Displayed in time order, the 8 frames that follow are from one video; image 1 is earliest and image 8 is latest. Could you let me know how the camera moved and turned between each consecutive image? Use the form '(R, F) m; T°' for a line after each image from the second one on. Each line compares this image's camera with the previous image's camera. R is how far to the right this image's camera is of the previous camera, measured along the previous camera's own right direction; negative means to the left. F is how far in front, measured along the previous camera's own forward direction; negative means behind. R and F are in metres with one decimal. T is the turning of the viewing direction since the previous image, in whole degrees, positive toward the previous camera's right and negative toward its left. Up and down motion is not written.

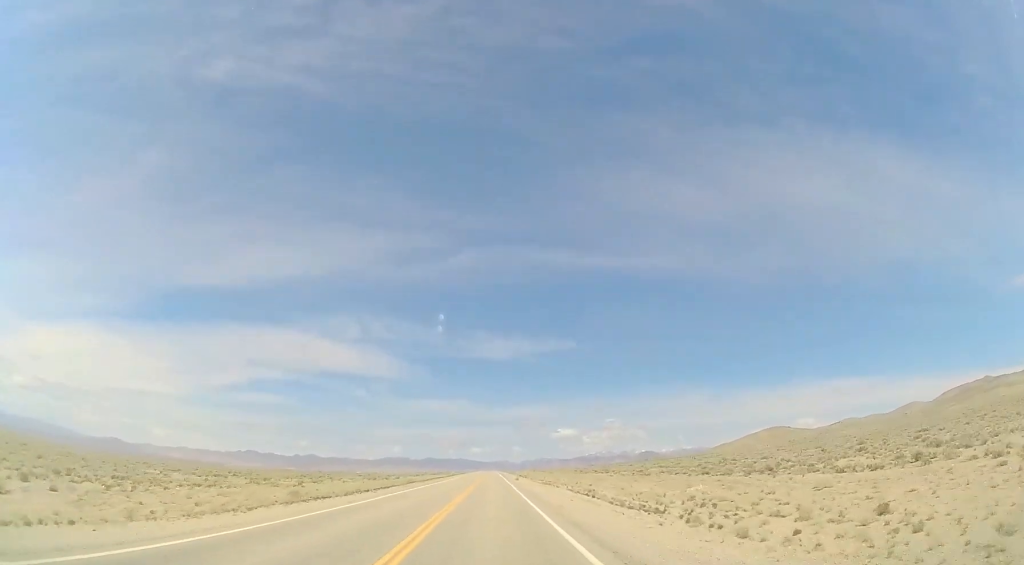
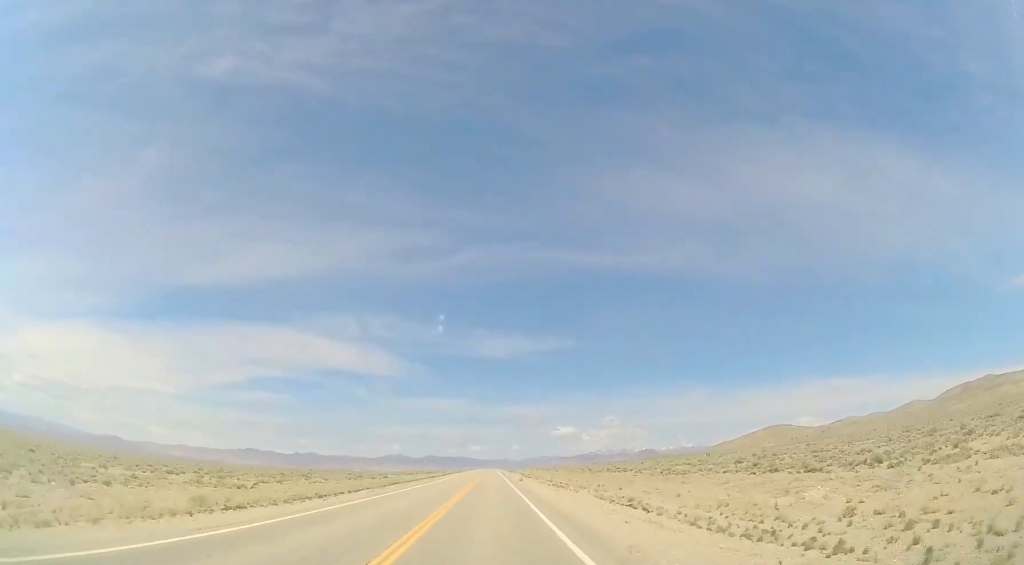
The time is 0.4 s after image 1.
(+0.1, +12.3) m; 0°
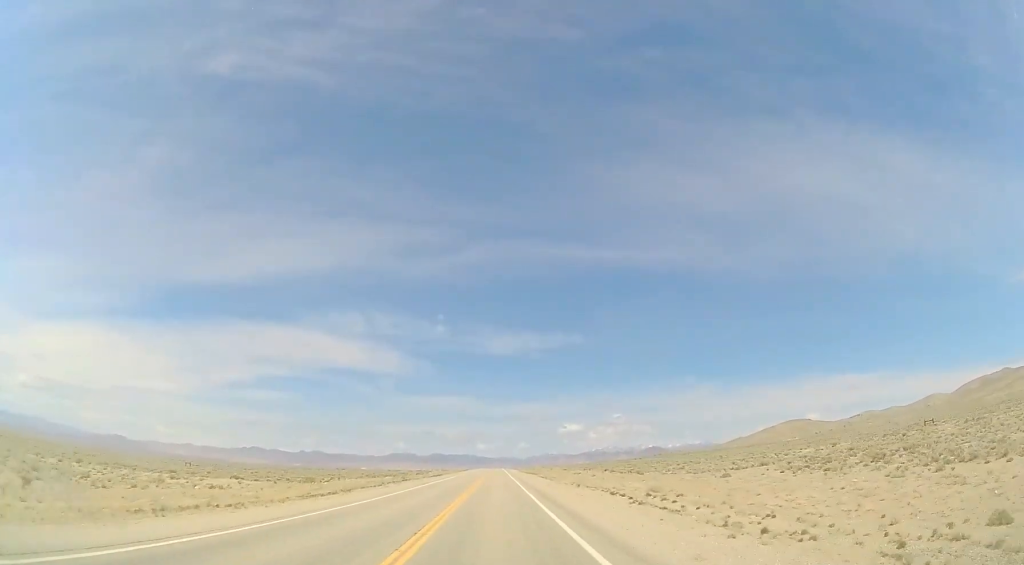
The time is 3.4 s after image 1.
(-0.6, +88.2) m; 0°
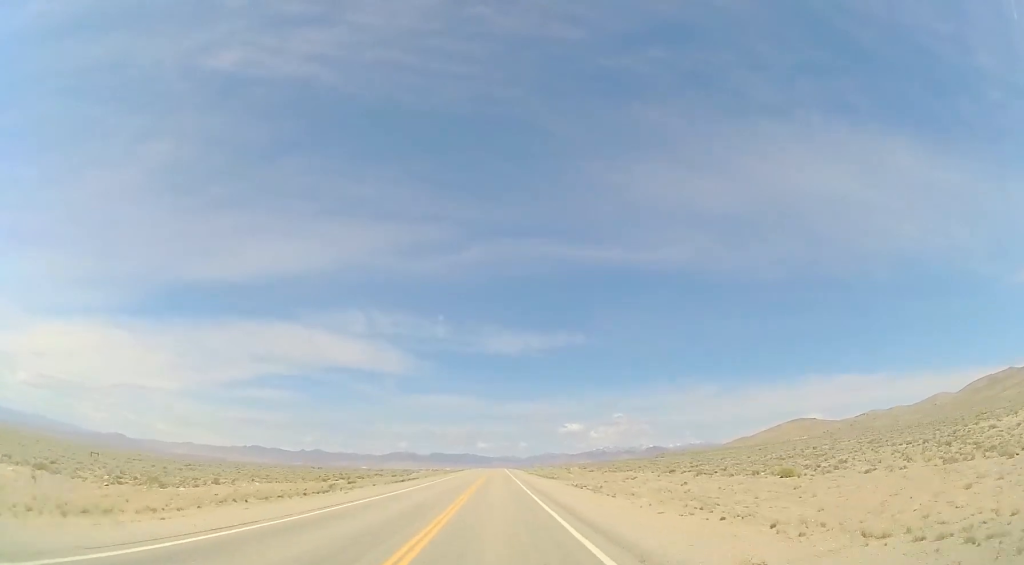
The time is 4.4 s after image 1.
(-0.2, +31.8) m; 0°
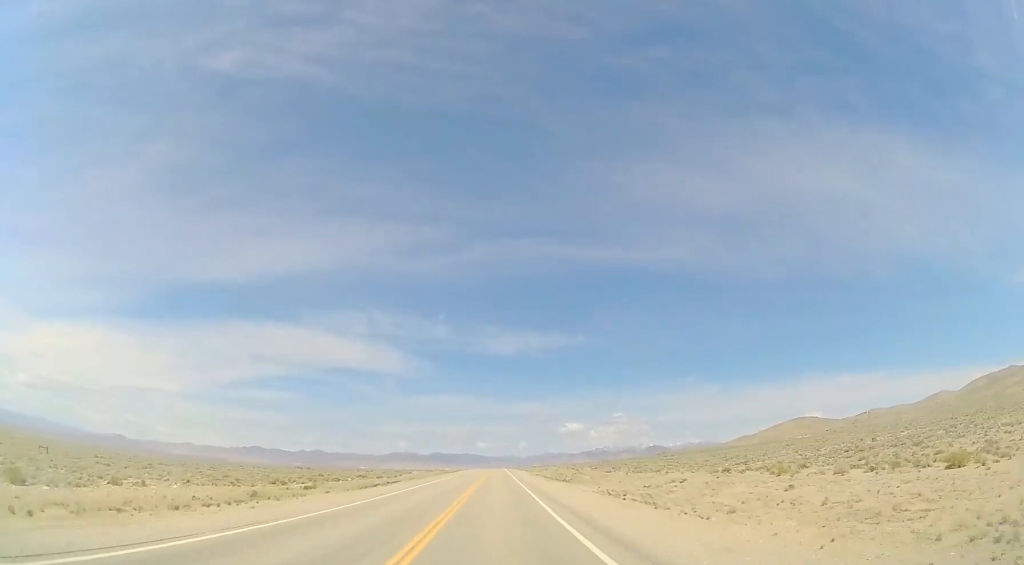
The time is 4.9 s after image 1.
(+0.1, +12.9) m; 0°
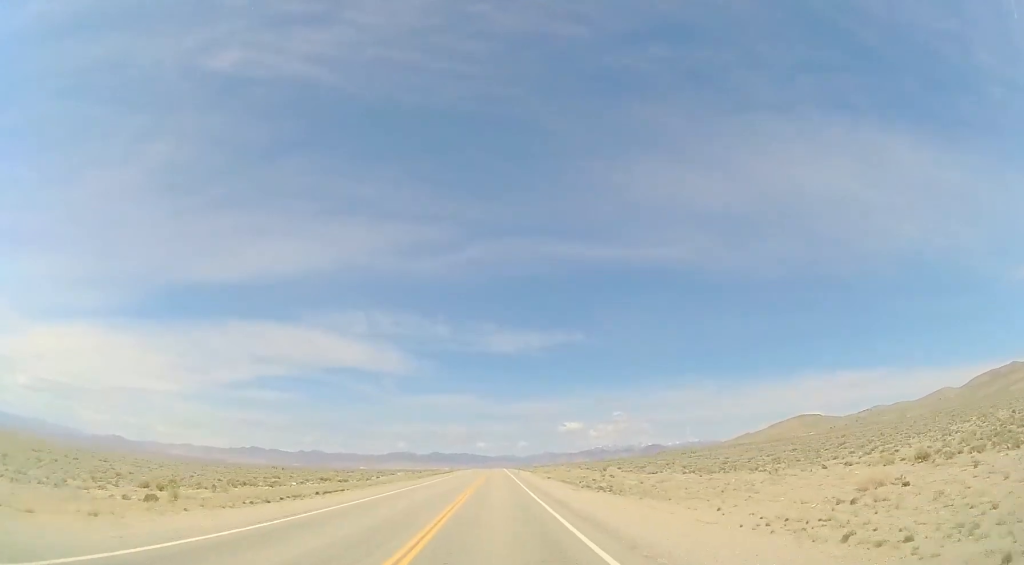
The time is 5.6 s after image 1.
(+0.3, +20.8) m; 0°
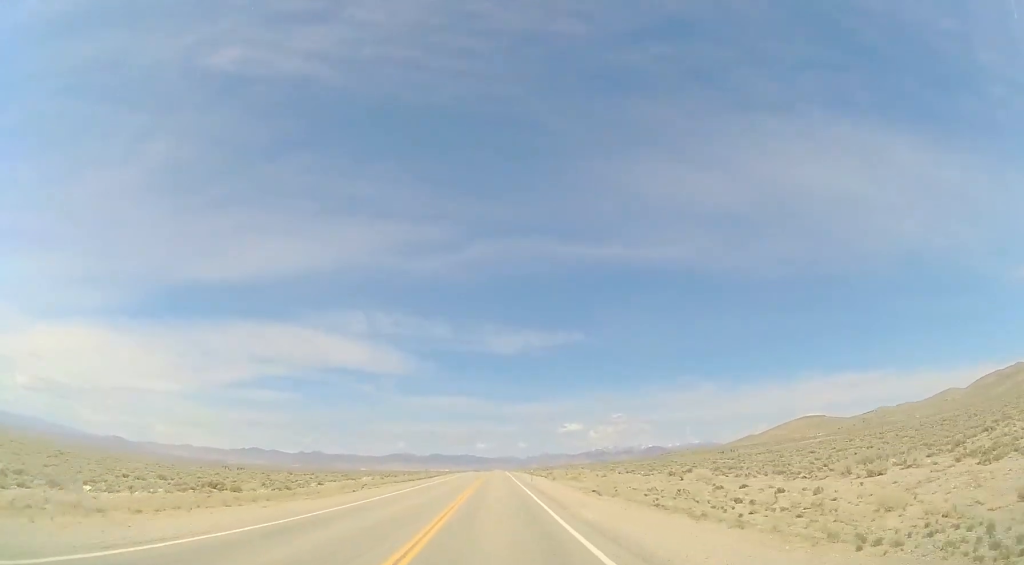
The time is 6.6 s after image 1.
(-0.5, +31.2) m; -1°
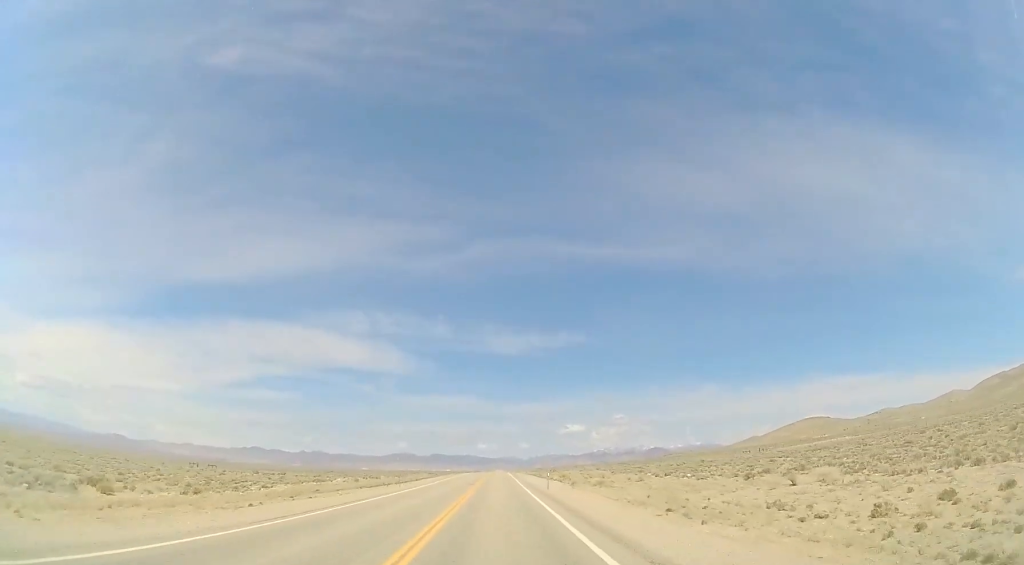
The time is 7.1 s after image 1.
(+0.1, +16.3) m; 0°
